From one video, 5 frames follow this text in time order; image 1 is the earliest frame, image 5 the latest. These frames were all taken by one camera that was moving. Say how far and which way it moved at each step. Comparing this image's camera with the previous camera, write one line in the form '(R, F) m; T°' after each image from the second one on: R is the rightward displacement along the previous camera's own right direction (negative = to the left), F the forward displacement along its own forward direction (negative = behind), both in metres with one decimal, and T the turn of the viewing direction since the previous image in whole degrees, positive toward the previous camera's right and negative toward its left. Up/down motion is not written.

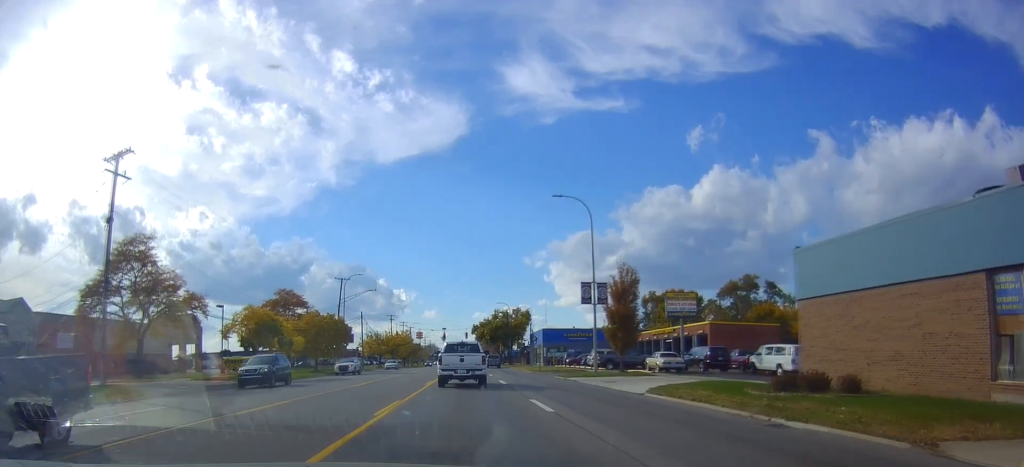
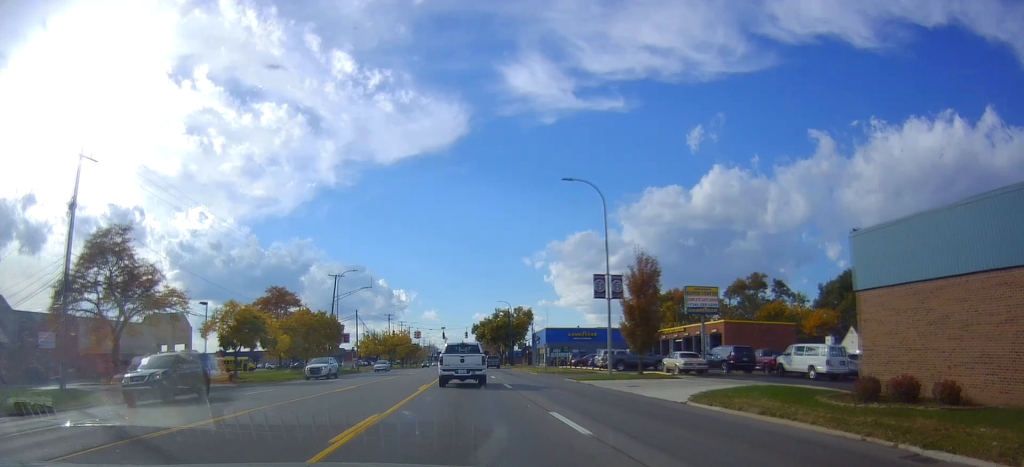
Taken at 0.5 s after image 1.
(0.0, +3.7) m; 0°
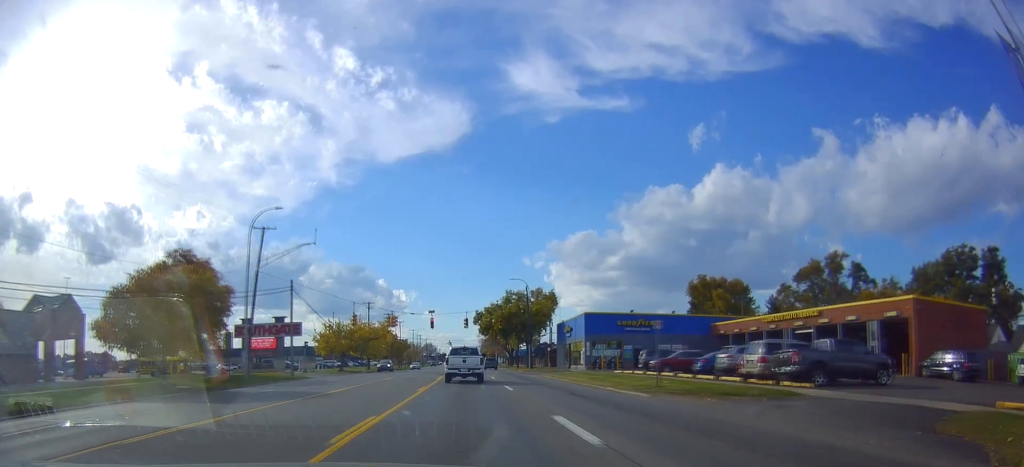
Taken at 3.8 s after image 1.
(+0.5, +29.1) m; -3°
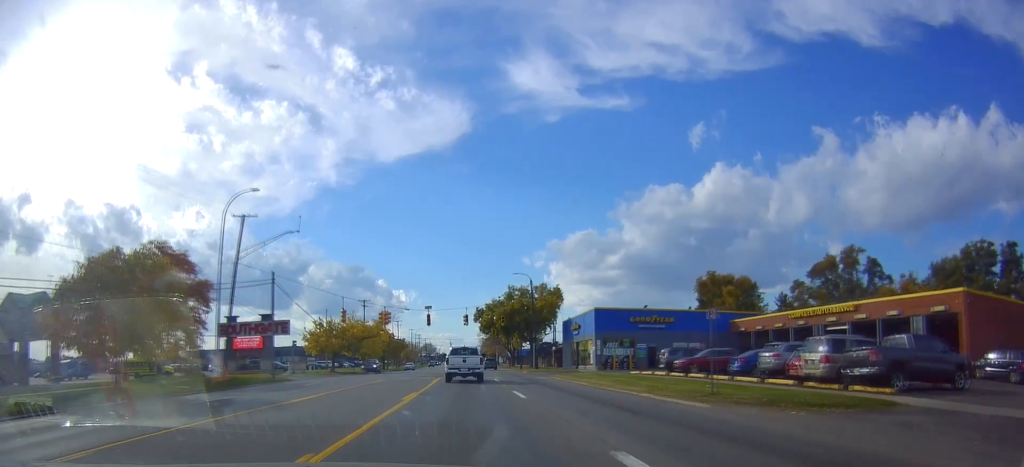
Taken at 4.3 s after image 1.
(-0.3, +4.7) m; 0°
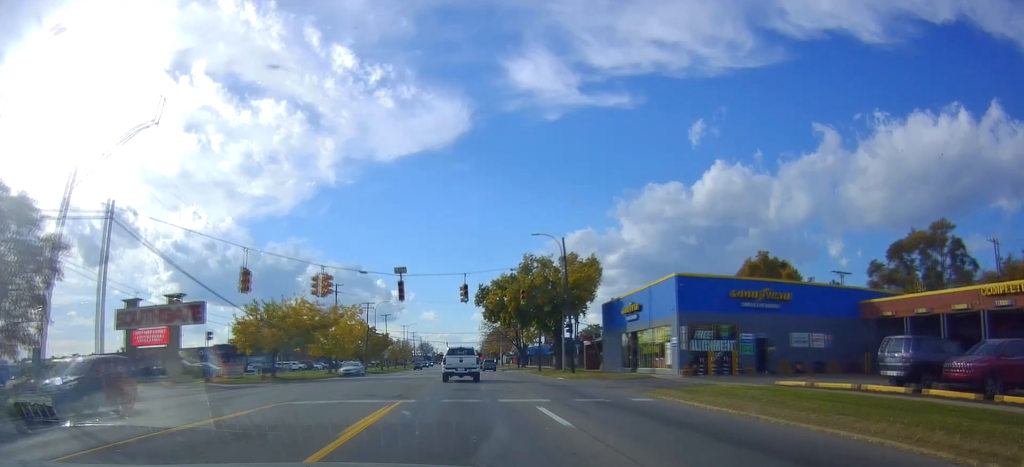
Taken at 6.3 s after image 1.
(+1.0, +22.7) m; +3°
